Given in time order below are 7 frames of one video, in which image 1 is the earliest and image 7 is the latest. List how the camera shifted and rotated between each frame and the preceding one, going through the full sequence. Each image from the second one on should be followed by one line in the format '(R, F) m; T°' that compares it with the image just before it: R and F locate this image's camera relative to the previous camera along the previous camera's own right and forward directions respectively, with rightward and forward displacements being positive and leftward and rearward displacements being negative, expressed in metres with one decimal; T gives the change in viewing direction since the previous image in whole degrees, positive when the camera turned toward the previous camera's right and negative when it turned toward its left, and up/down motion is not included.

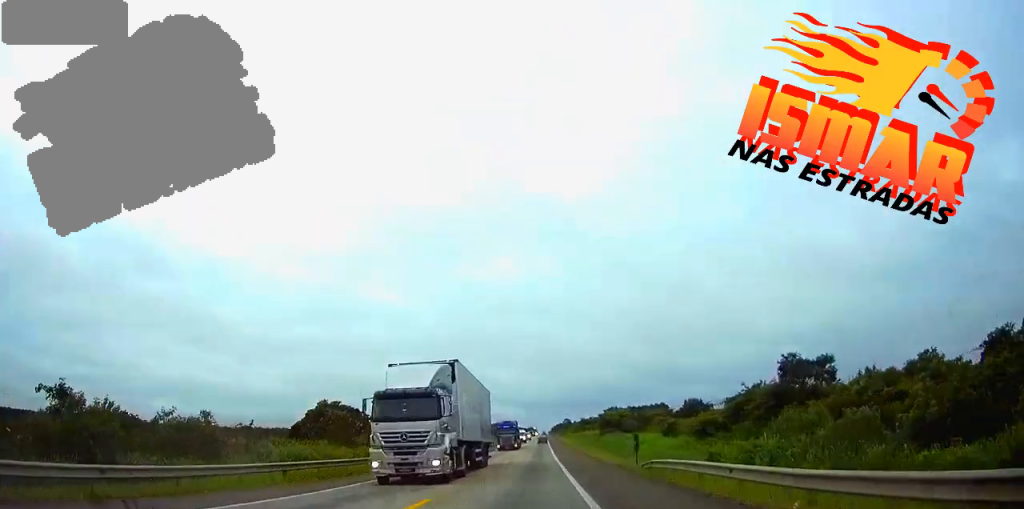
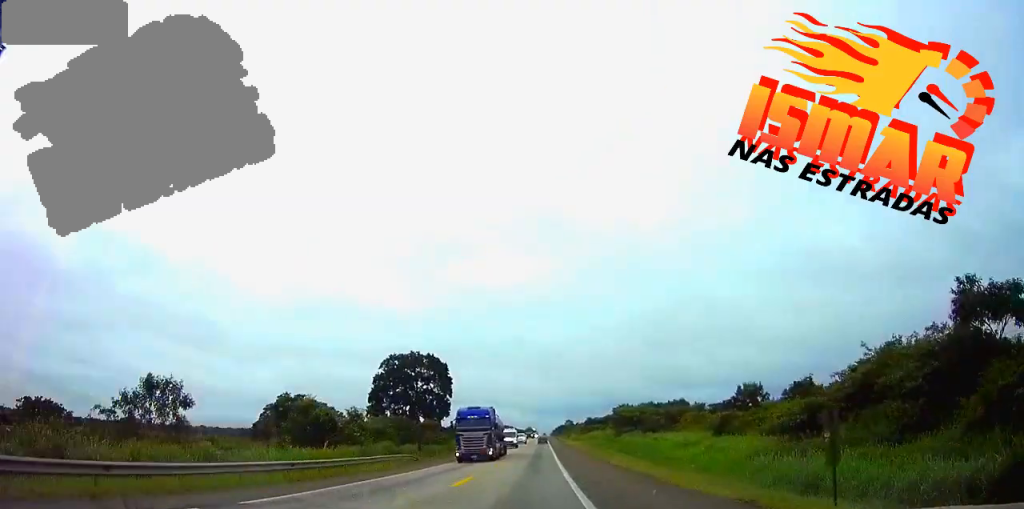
(-0.1, +23.8) m; 0°
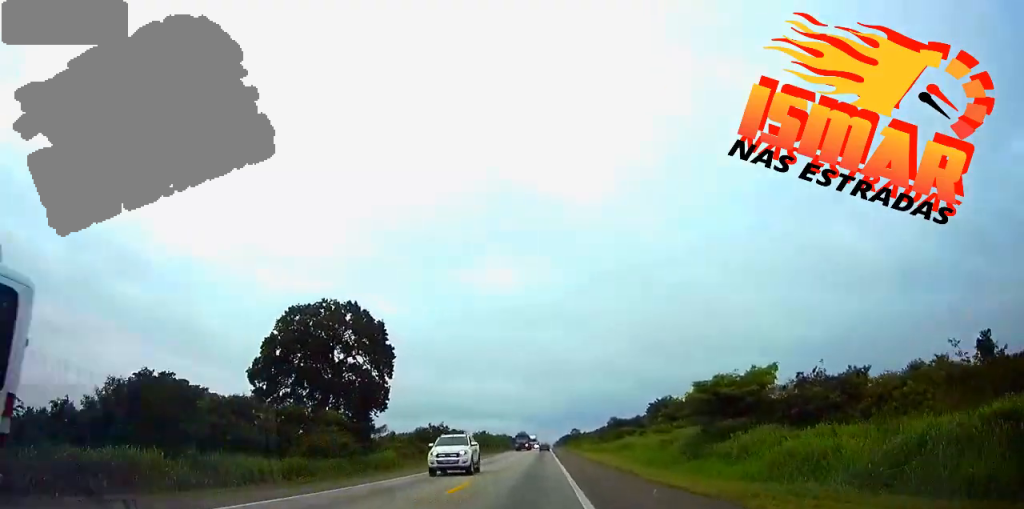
(0.0, +50.7) m; 0°
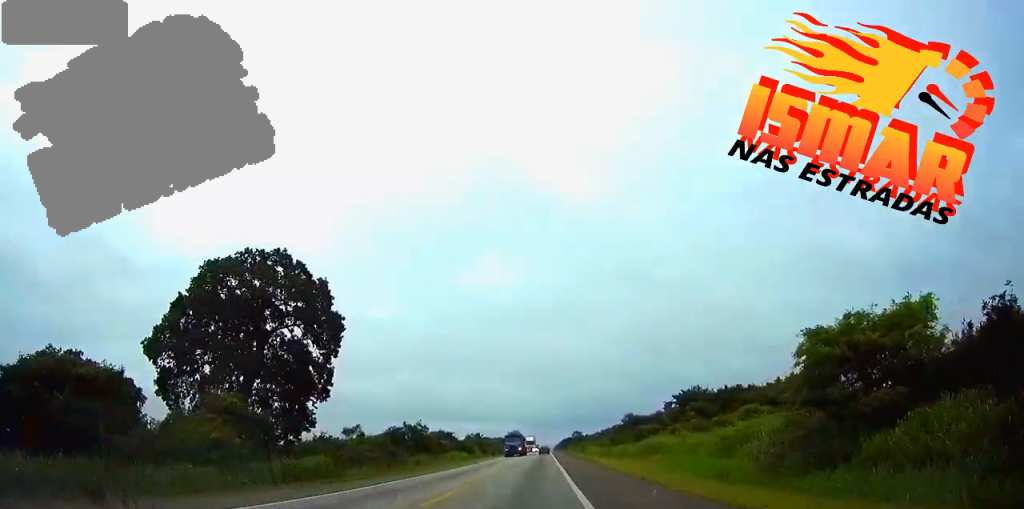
(-0.1, +19.9) m; 0°
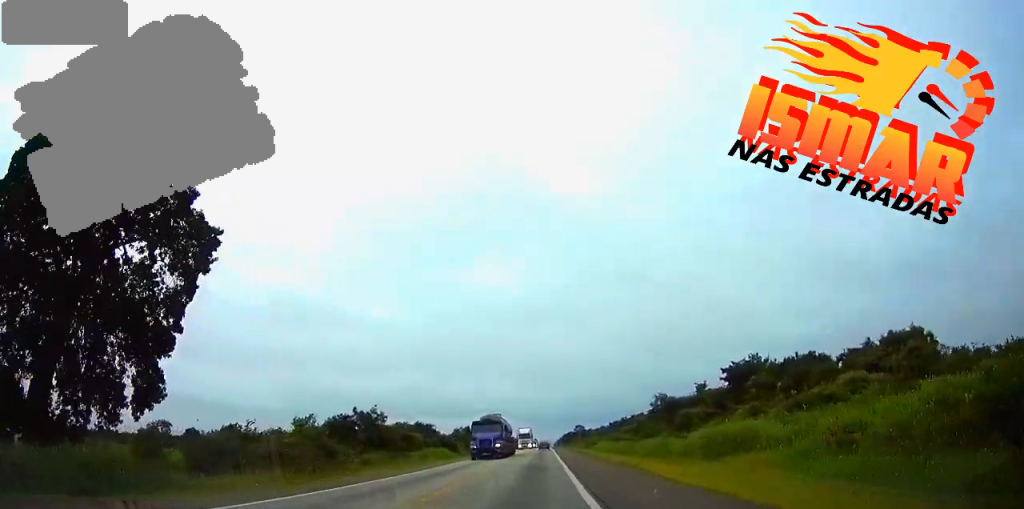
(+0.1, +24.4) m; 0°
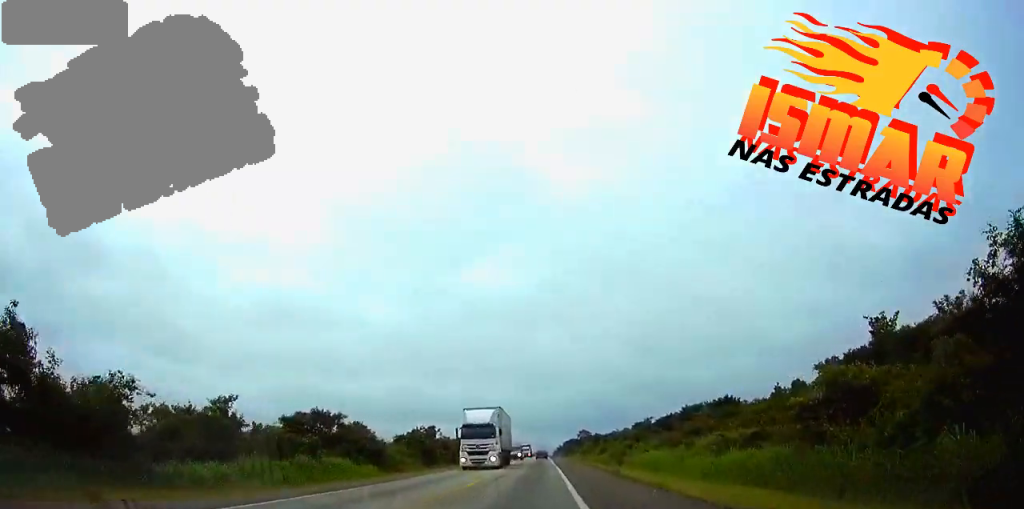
(0.0, +50.6) m; 0°
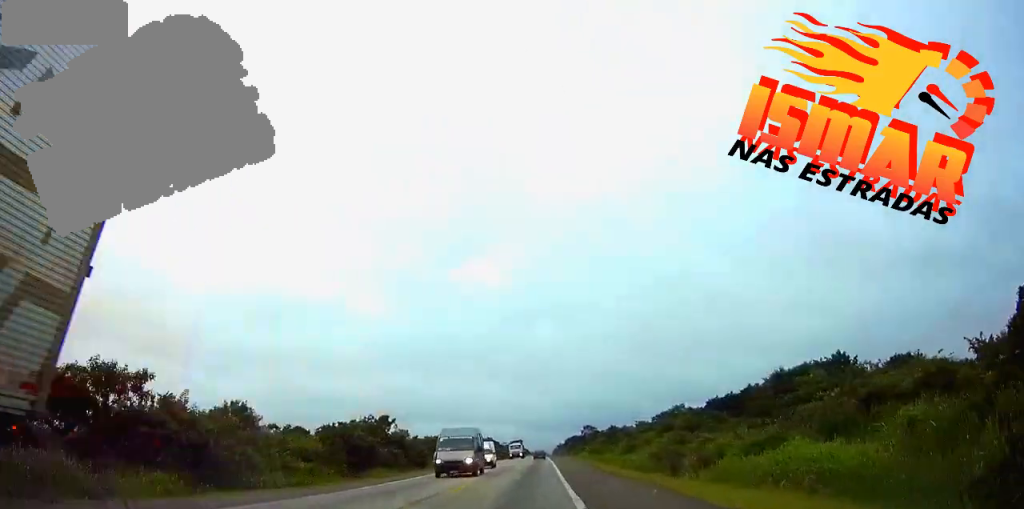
(0.0, +34.2) m; 0°
